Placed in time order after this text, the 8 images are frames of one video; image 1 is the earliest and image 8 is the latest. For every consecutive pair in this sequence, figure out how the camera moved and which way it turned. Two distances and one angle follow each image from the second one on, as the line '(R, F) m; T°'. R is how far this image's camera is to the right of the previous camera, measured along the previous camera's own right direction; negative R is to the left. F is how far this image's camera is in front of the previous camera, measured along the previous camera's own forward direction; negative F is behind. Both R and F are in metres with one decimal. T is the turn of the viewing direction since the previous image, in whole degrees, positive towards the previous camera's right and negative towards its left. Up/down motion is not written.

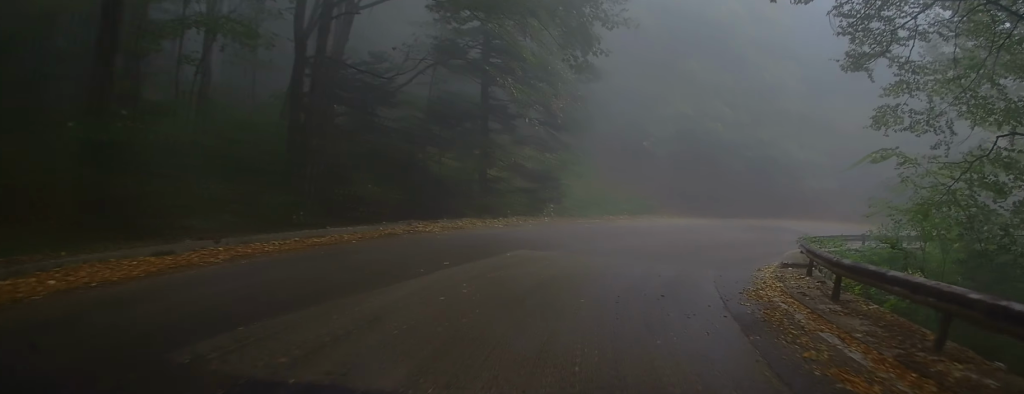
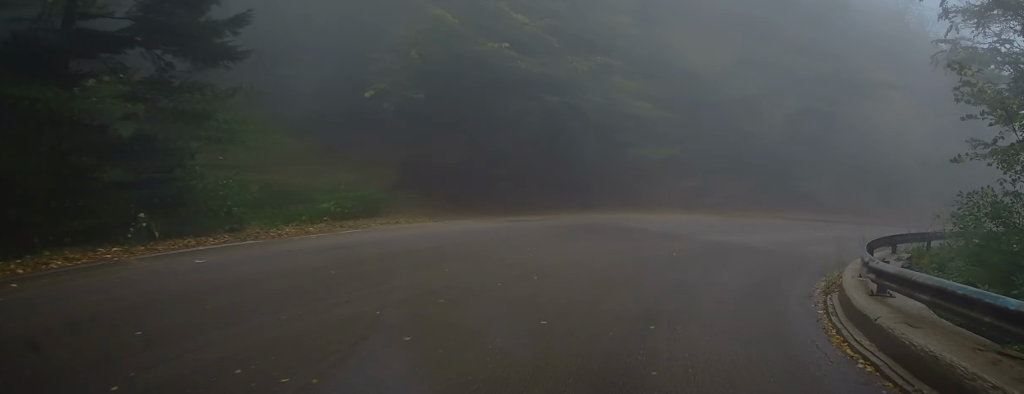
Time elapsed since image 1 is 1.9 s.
(+1.3, +12.2) m; +22°
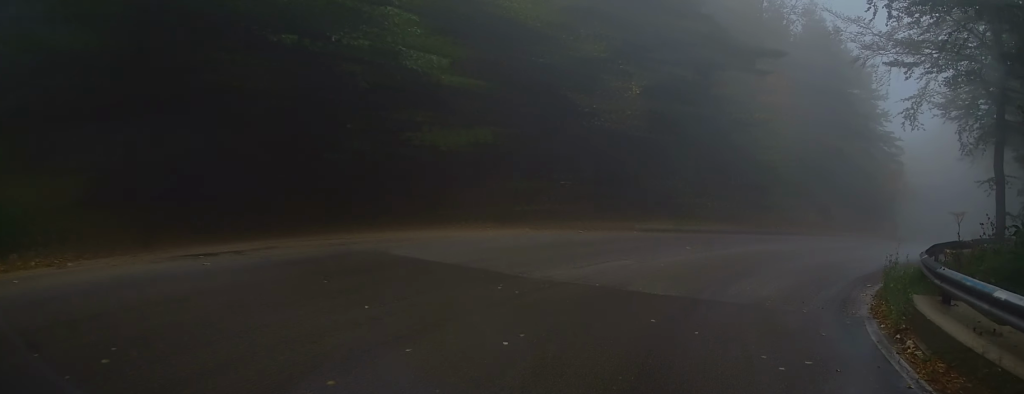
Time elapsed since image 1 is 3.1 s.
(+1.5, +7.2) m; +20°
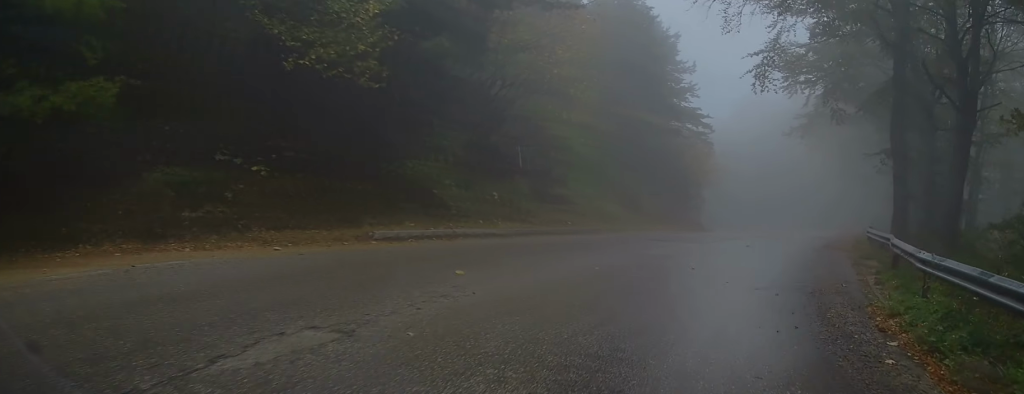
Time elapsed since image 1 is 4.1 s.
(+0.8, +8.0) m; +11°
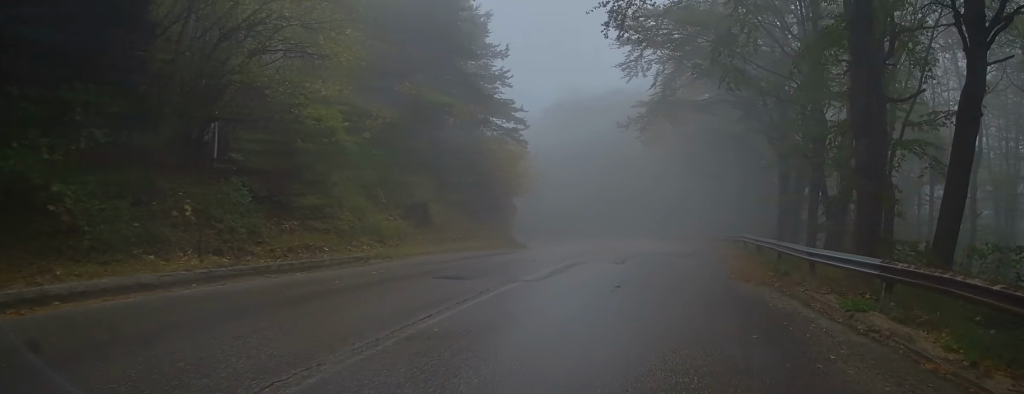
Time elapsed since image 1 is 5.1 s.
(+0.7, +8.8) m; +14°
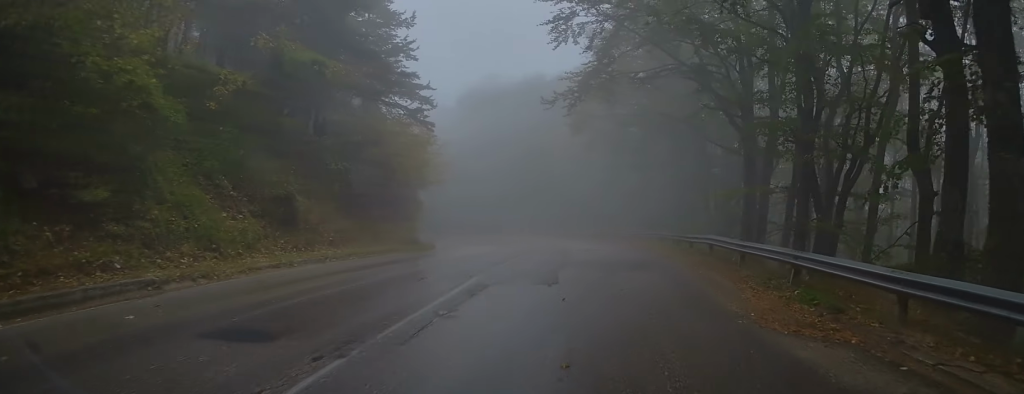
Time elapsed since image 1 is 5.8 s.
(+0.8, +5.8) m; +6°
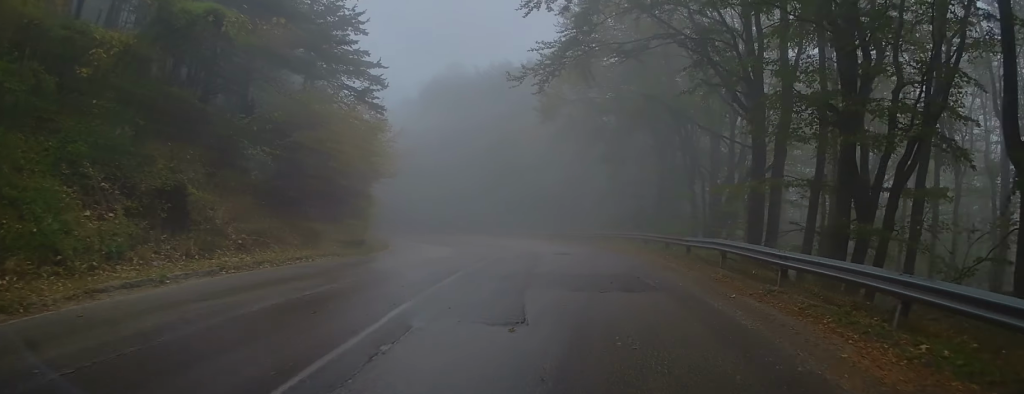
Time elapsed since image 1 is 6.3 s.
(+0.2, +4.1) m; +3°
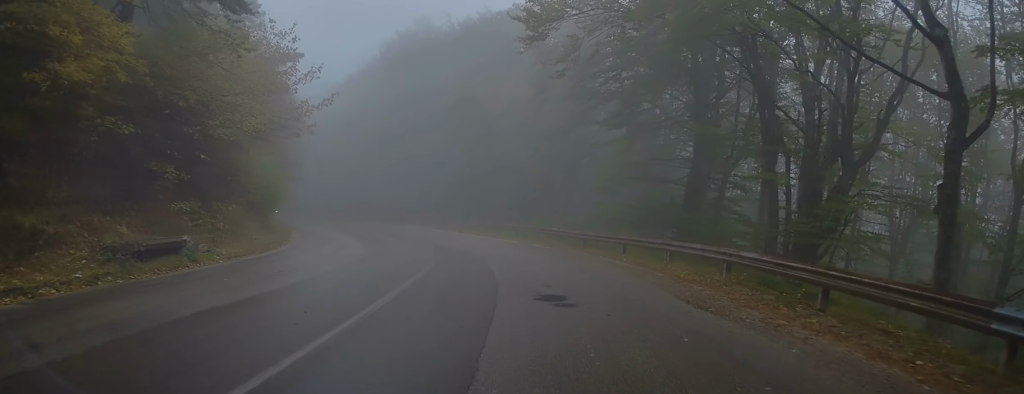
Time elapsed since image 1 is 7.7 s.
(0.0, +13.4) m; -1°
